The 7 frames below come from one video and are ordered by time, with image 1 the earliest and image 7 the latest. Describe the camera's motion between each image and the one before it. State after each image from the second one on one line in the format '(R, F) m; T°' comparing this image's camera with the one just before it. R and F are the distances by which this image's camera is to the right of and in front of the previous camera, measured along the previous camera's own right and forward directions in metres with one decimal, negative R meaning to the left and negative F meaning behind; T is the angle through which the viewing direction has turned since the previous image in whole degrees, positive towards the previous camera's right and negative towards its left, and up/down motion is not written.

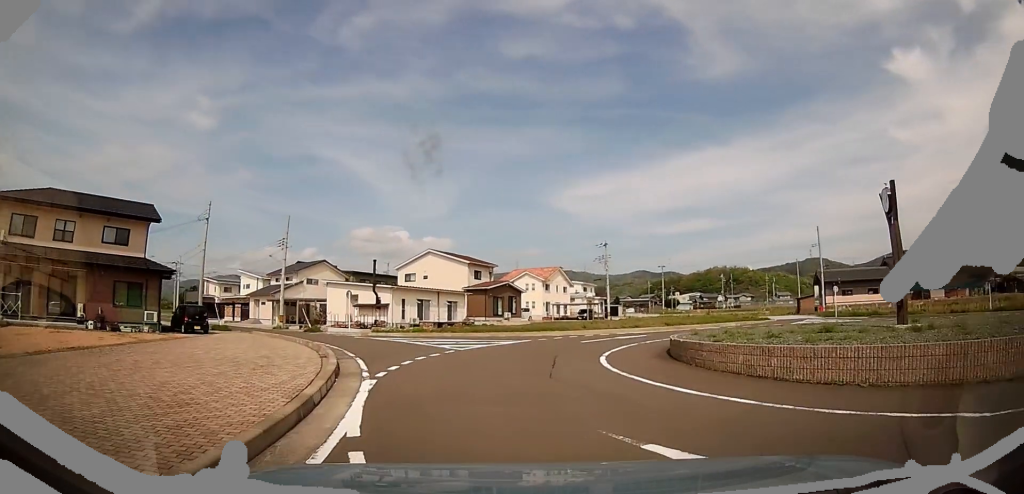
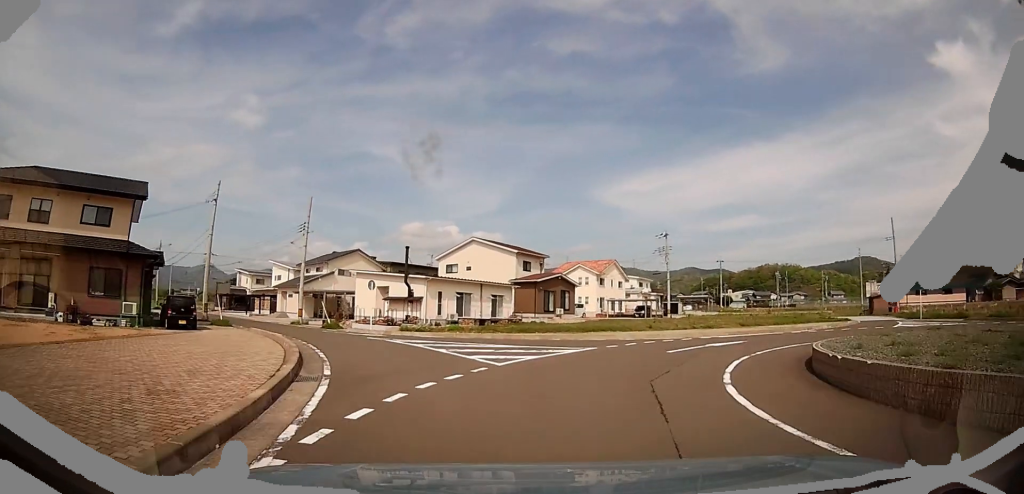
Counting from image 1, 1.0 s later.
(-0.8, +4.9) m; -4°
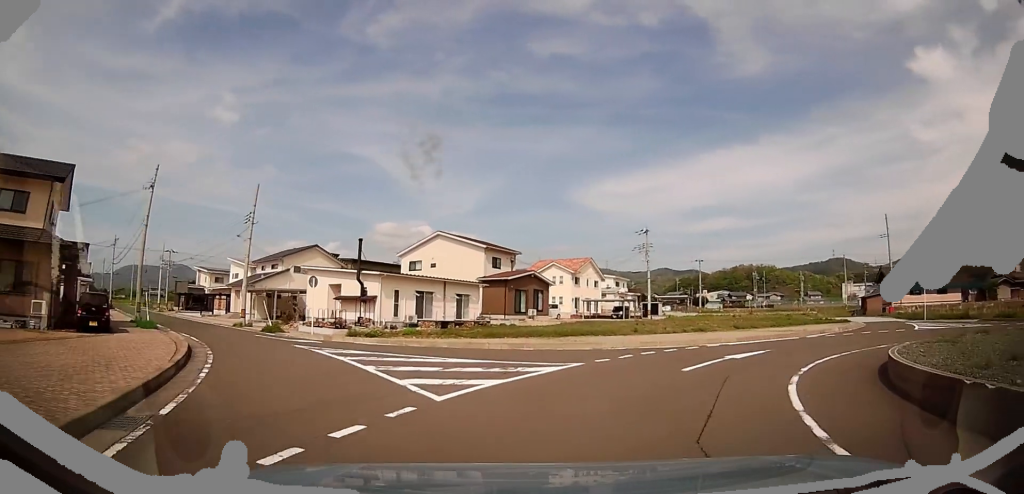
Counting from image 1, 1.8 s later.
(+0.4, +3.6) m; +13°
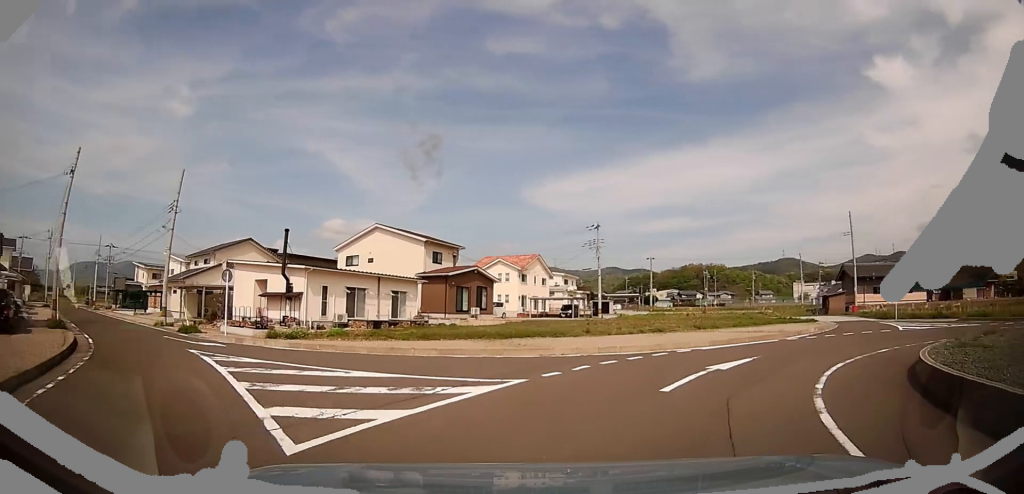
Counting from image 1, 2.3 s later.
(+0.1, +2.3) m; +10°
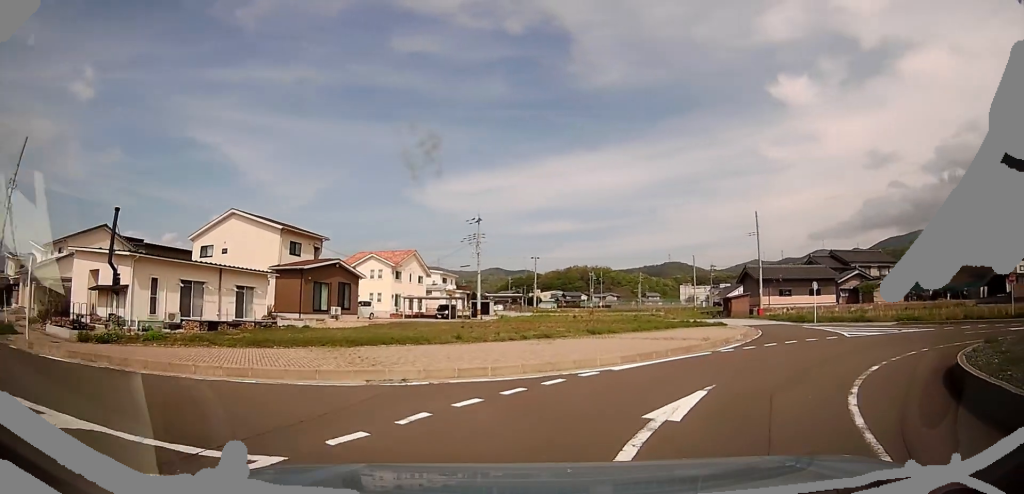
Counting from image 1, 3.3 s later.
(+0.8, +4.2) m; +14°
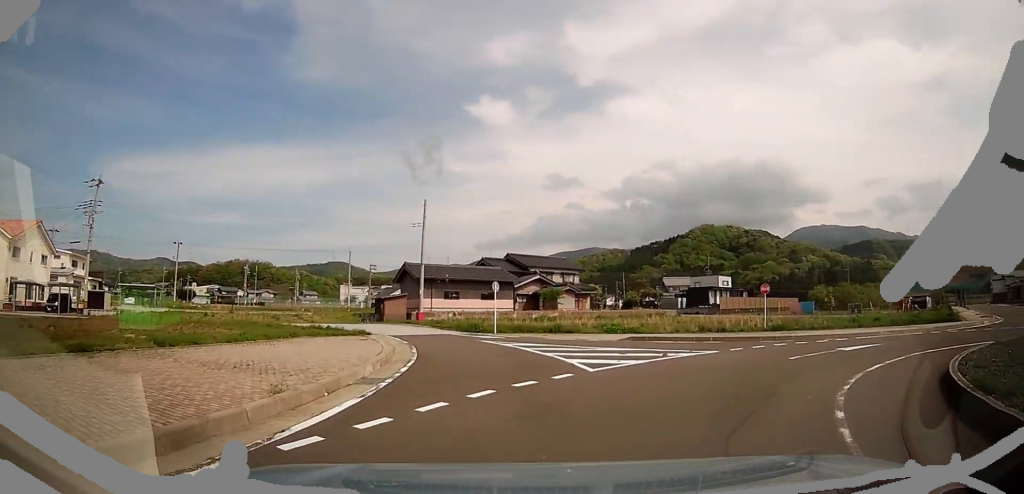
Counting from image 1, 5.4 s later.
(+1.3, +8.7) m; +33°
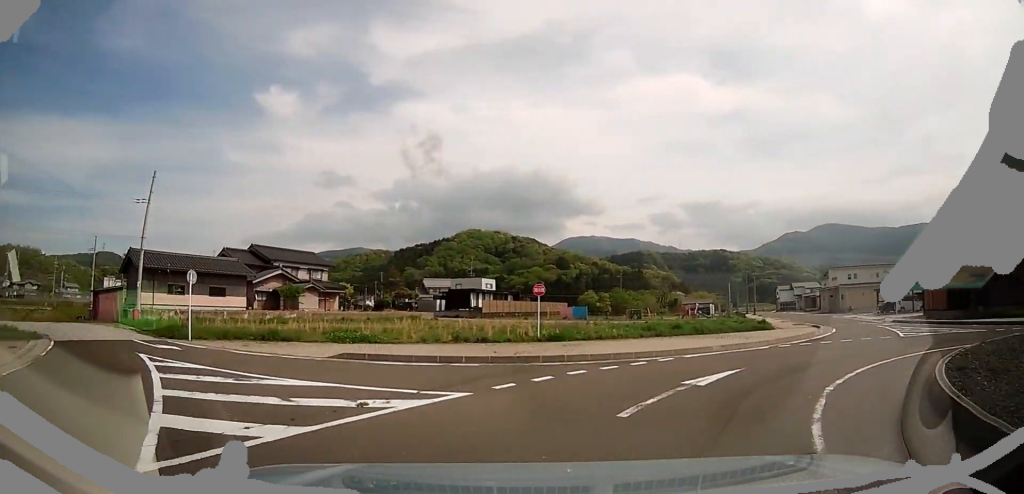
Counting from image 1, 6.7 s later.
(+1.7, +5.1) m; +37°
